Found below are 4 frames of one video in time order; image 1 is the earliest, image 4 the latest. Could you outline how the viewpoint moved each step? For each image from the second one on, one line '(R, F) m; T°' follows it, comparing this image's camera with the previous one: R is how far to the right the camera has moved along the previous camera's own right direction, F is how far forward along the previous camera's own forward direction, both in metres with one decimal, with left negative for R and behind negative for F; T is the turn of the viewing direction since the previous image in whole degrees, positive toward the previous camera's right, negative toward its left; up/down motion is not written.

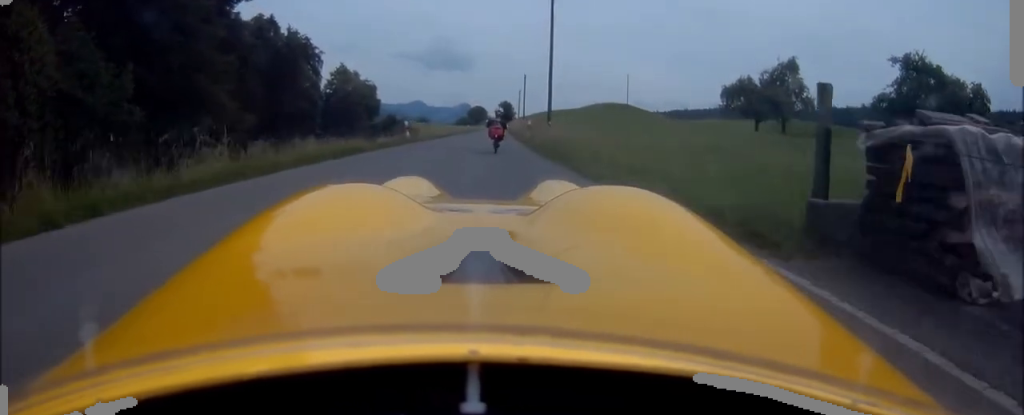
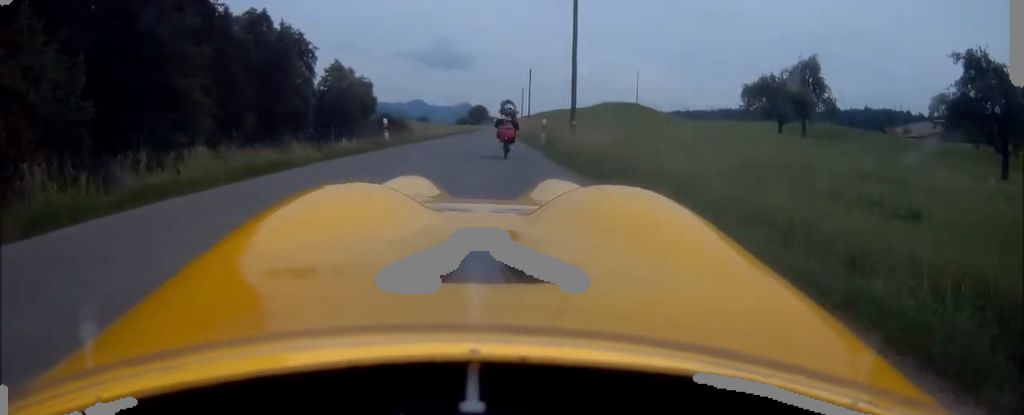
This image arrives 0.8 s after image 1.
(+0.2, +5.9) m; +2°
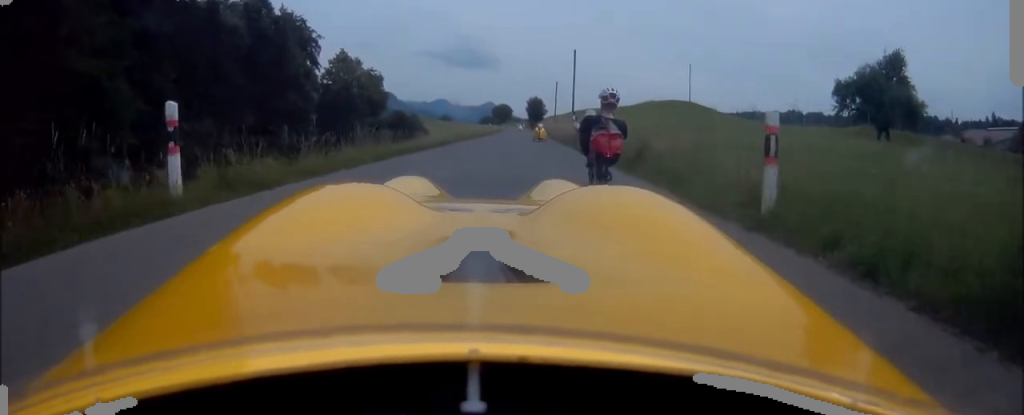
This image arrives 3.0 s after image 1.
(-0.4, +15.2) m; -5°
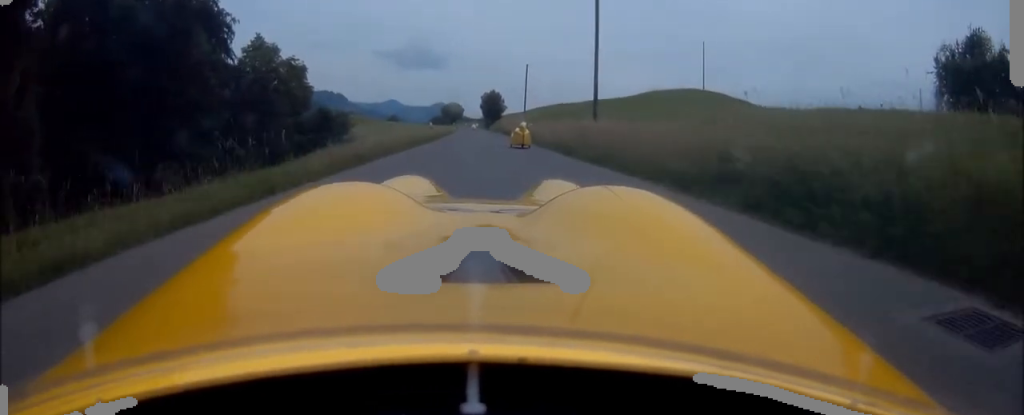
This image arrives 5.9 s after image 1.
(-0.8, +21.4) m; 0°
